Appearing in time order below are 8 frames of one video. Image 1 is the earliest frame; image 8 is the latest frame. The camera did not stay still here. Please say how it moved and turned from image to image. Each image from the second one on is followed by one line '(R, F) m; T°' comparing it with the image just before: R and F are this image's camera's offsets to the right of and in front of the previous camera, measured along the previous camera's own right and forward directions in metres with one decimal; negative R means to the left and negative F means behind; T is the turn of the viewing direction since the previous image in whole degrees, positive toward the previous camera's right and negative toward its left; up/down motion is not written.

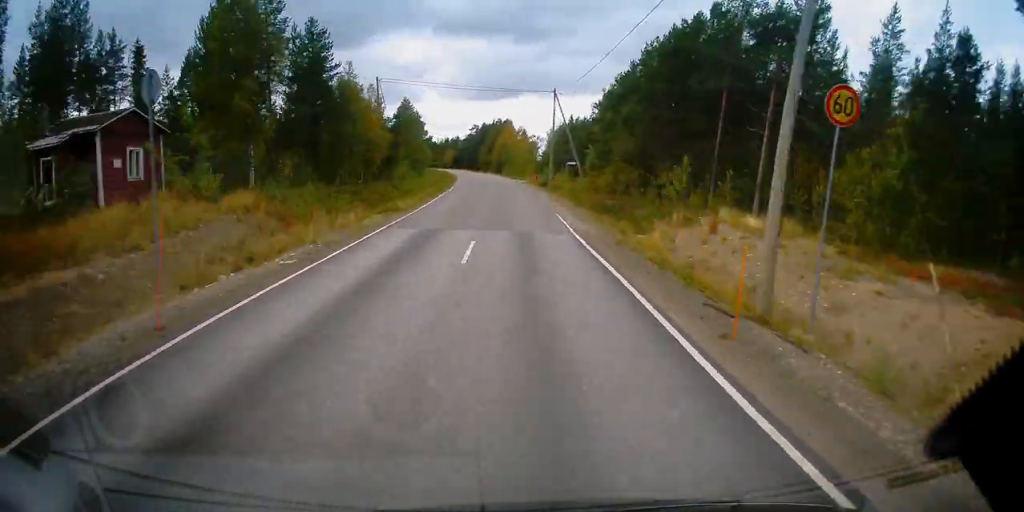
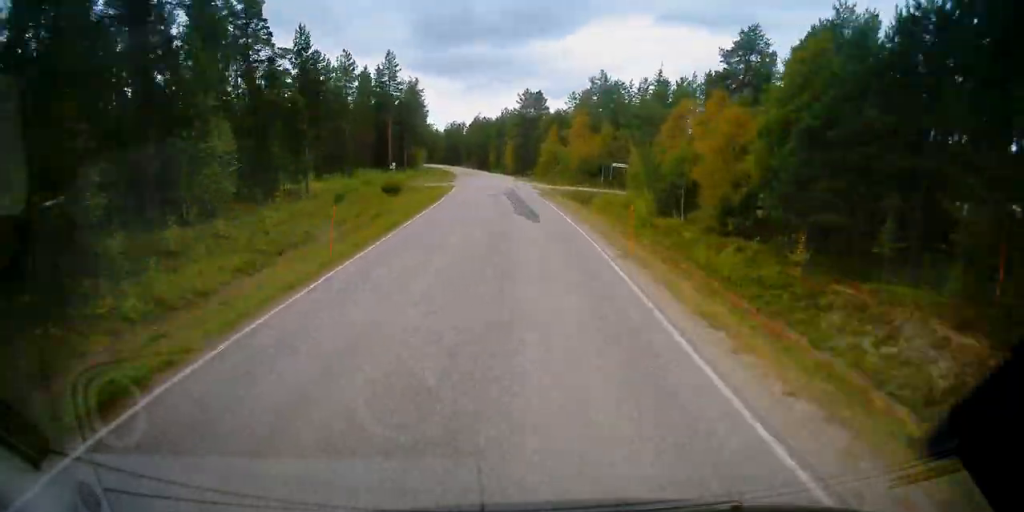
(-26.2, +174.0) m; -17°
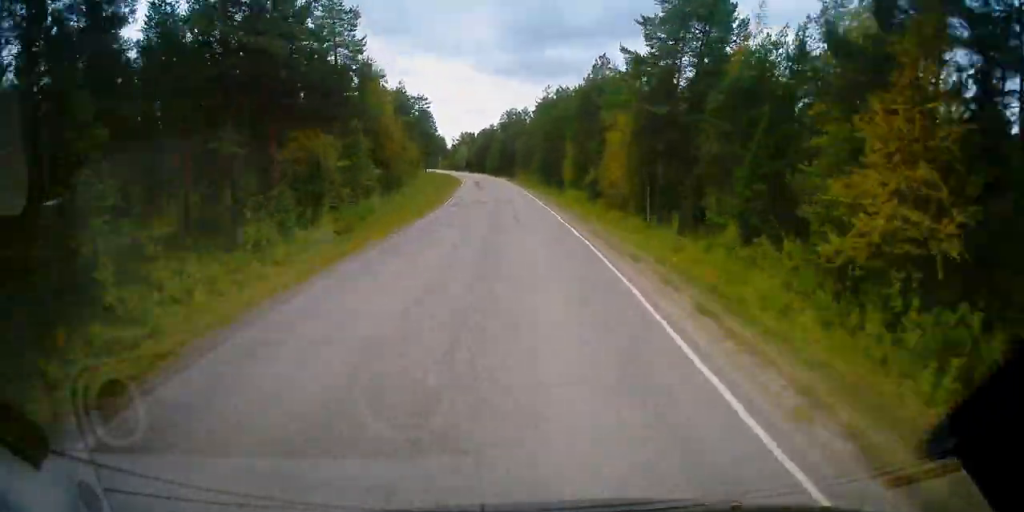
(-3.8, +65.5) m; -6°
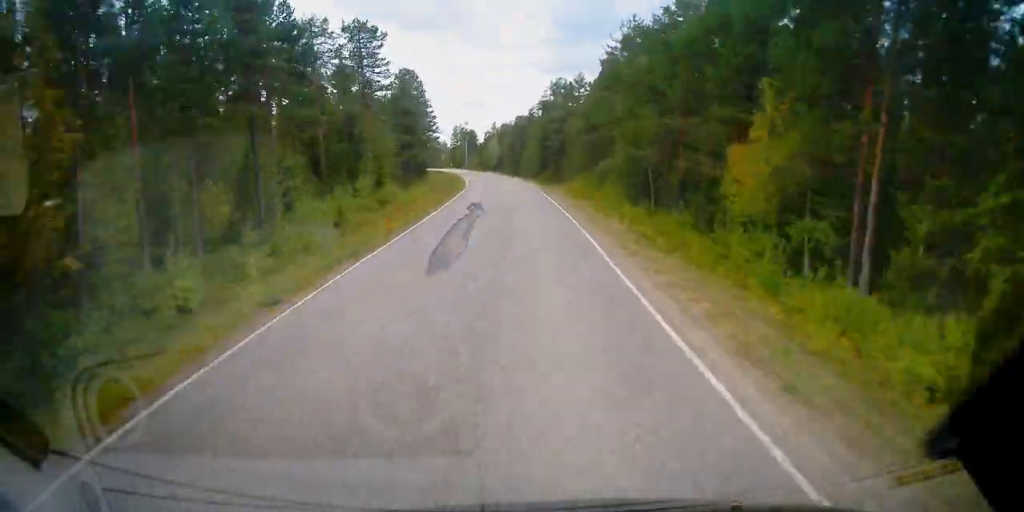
(-1.5, +42.1) m; -2°
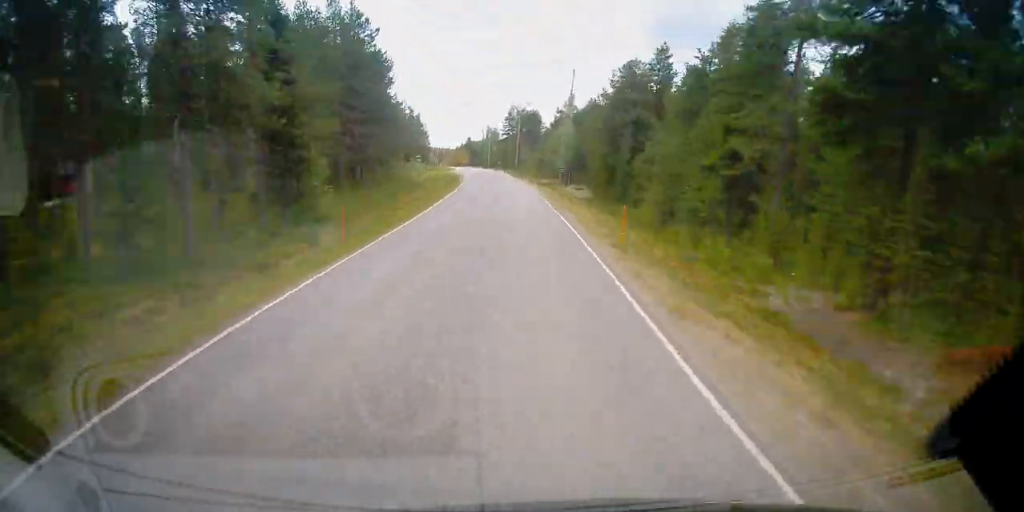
(-1.9, +72.9) m; -5°
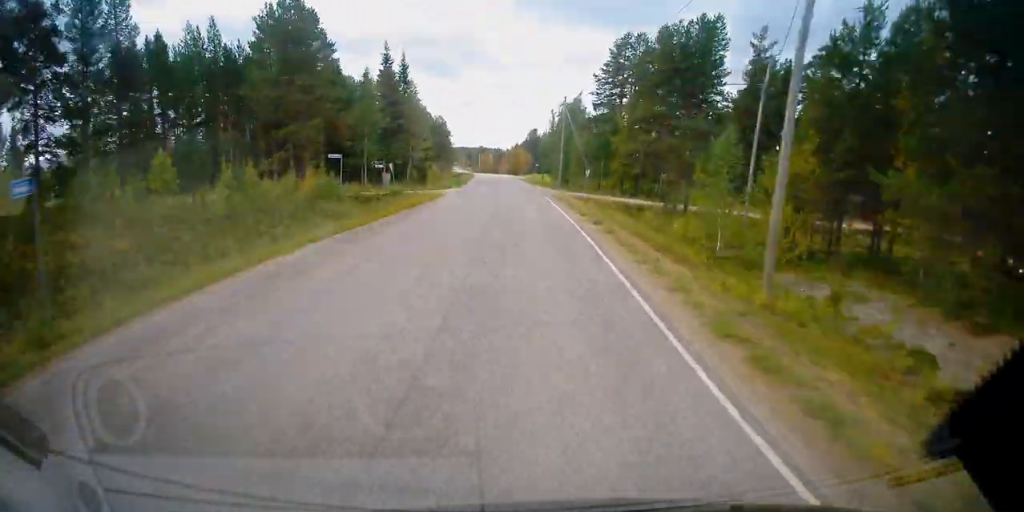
(-10.2, +85.7) m; -14°
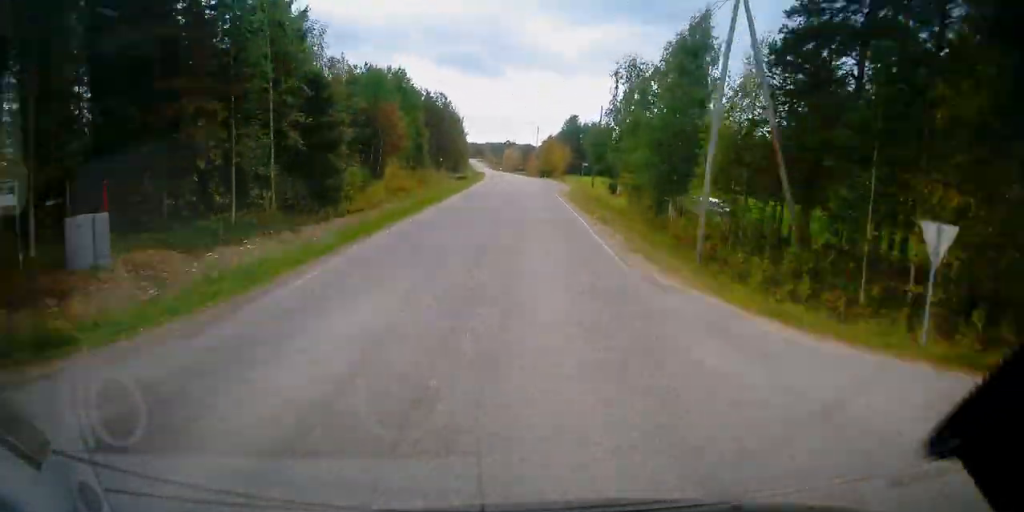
(-4.8, +45.9) m; -5°
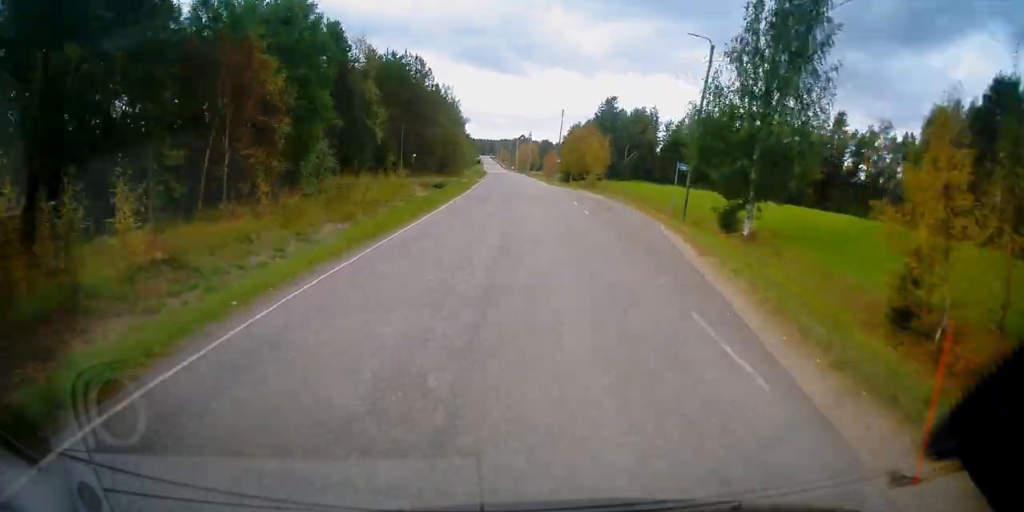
(+0.3, +38.7) m; +3°
